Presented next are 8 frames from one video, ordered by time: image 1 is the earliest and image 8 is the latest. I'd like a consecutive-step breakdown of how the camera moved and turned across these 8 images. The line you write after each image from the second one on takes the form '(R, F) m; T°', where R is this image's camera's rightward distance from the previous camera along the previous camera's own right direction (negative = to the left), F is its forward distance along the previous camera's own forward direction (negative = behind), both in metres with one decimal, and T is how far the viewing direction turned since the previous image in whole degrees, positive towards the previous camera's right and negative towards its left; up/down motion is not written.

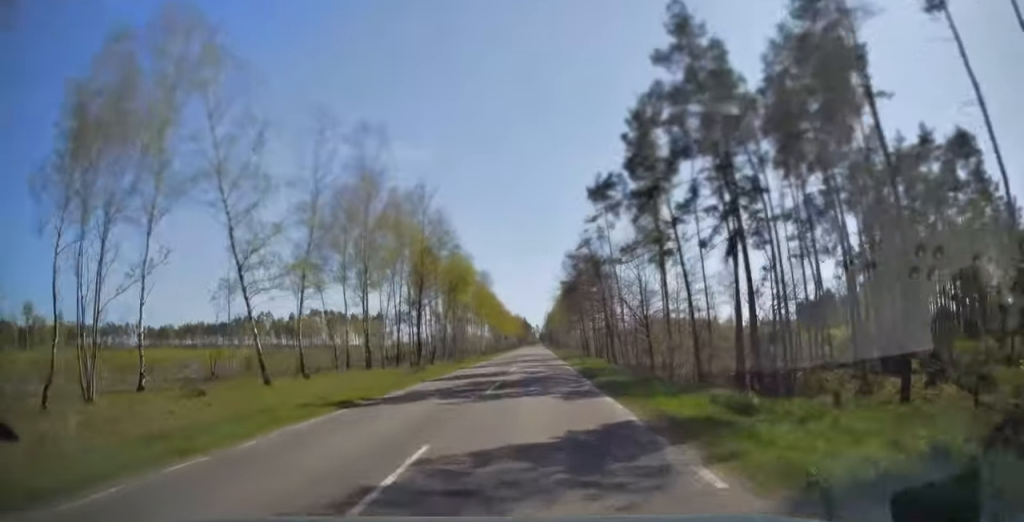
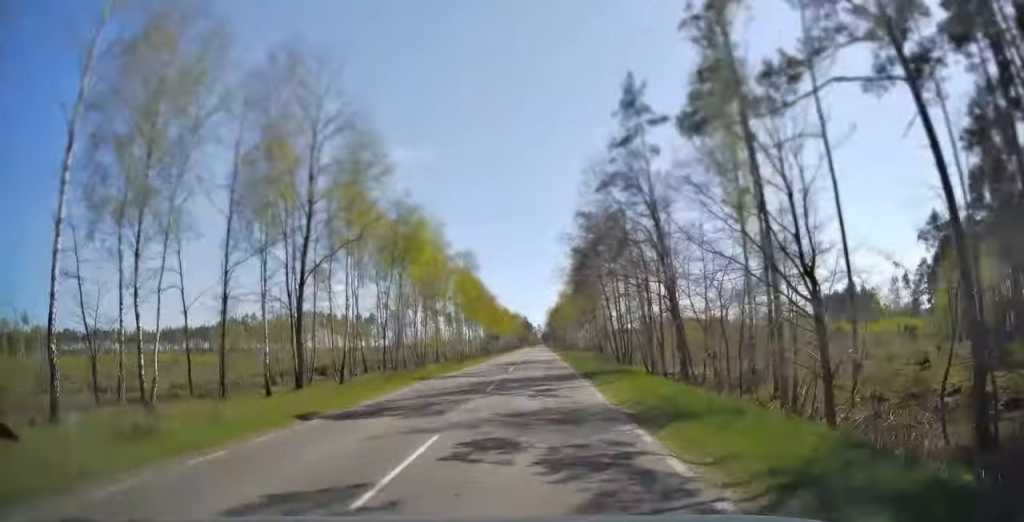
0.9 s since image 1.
(0.0, +23.9) m; 0°
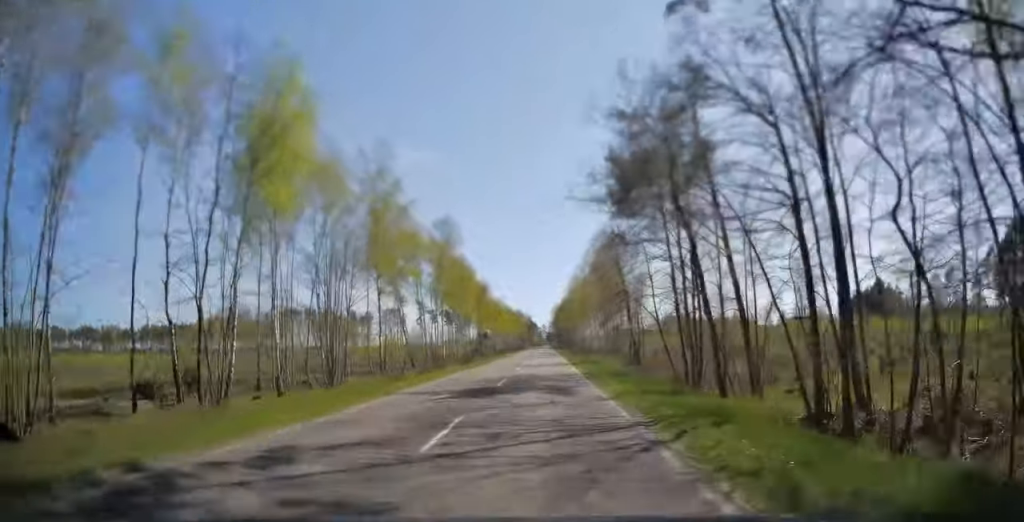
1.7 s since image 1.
(-0.1, +21.7) m; 0°
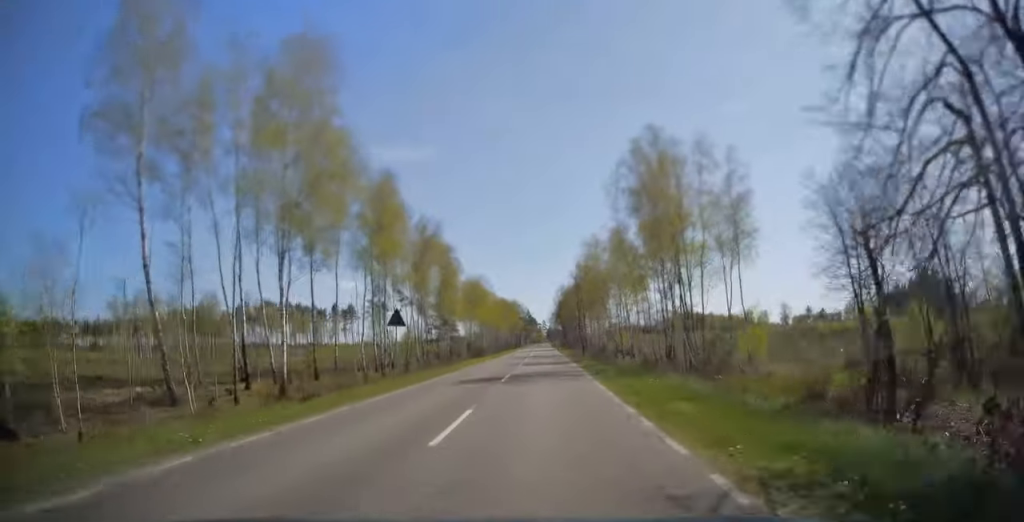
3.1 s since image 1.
(0.0, +36.4) m; 0°
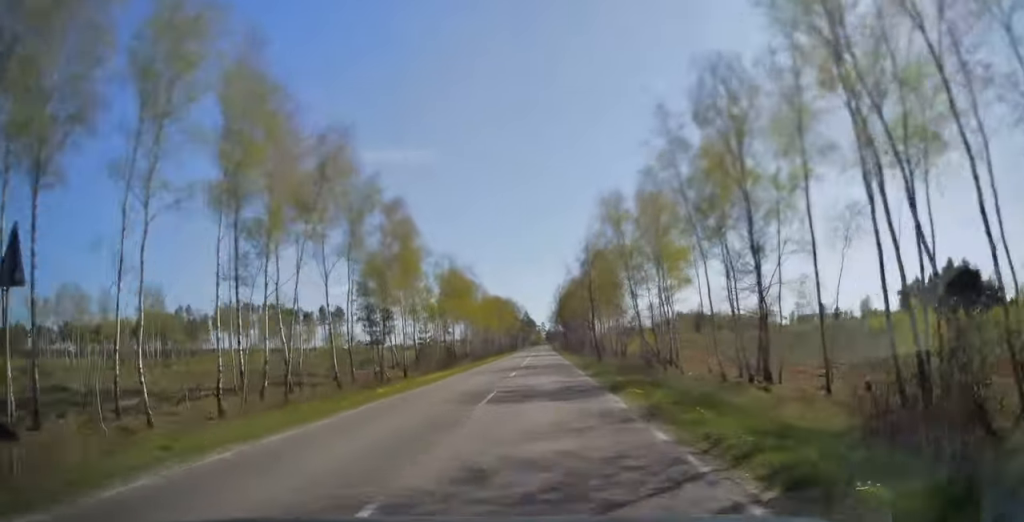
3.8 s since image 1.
(0.0, +19.1) m; 0°
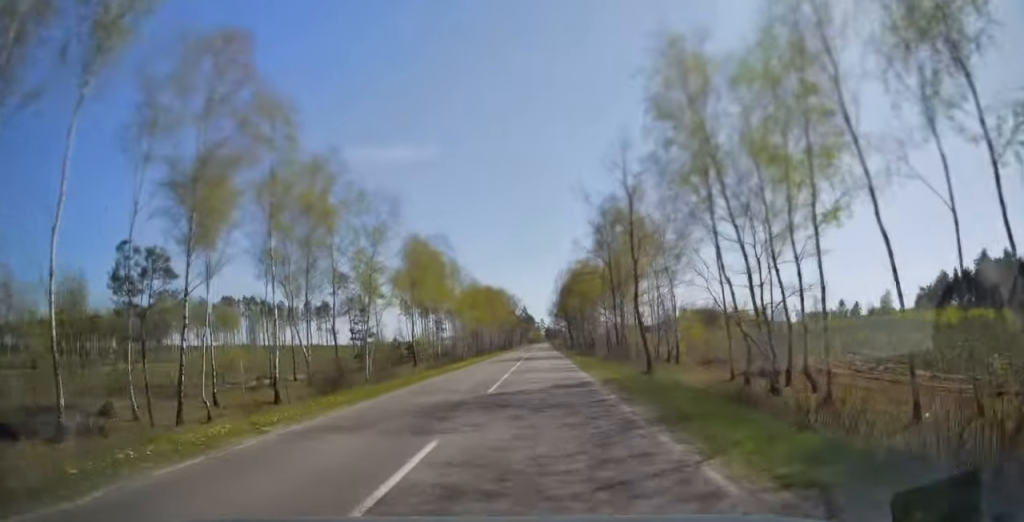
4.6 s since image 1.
(0.0, +21.3) m; 0°
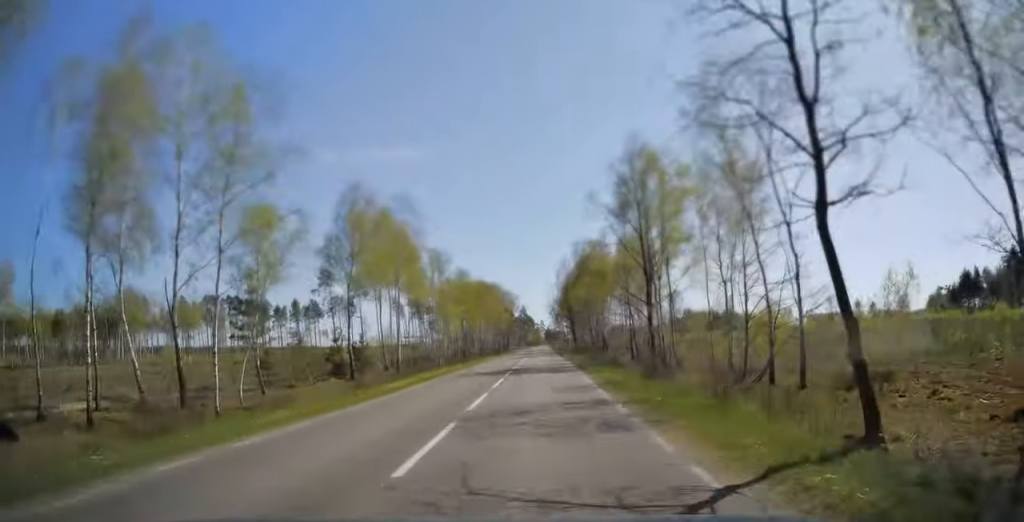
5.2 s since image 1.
(0.0, +16.0) m; 0°
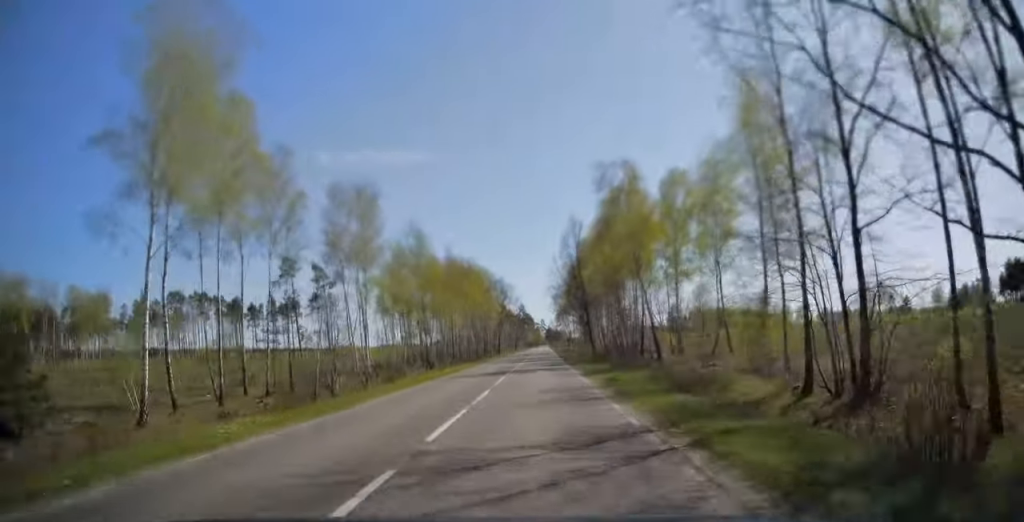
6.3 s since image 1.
(0.0, +28.4) m; 0°
